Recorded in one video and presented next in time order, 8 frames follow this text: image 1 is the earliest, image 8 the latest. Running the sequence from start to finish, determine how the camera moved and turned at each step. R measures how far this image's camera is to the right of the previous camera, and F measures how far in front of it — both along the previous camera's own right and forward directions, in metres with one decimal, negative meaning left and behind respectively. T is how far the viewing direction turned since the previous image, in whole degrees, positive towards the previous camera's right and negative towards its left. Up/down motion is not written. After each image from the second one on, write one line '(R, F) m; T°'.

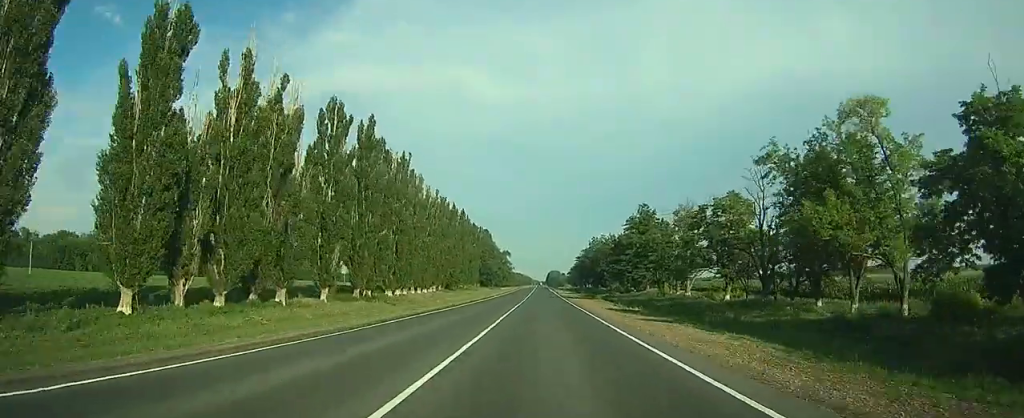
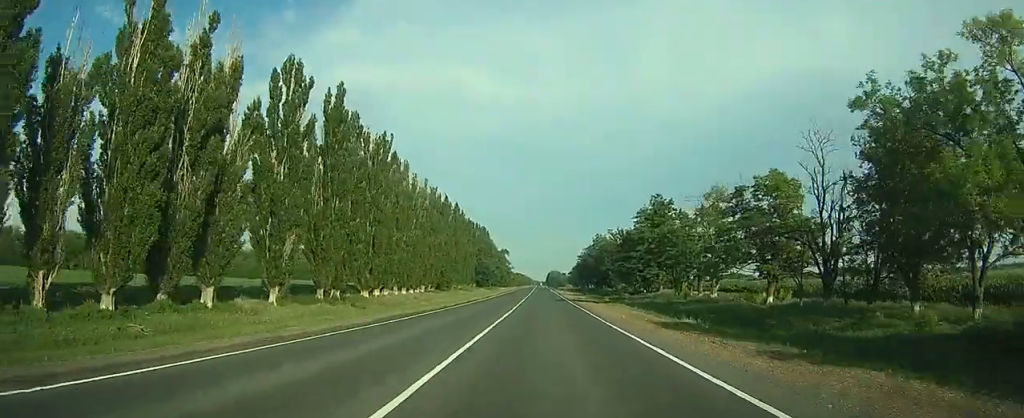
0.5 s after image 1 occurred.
(0.0, +13.6) m; 0°
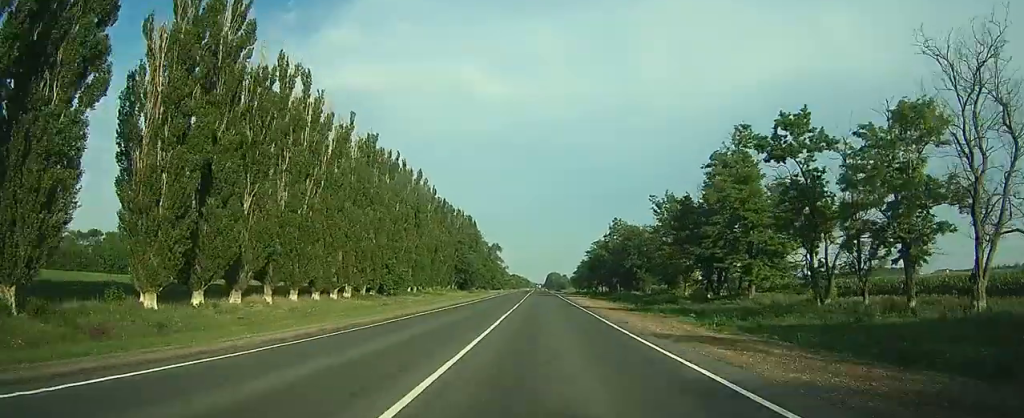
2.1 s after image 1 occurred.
(-0.2, +48.6) m; 0°
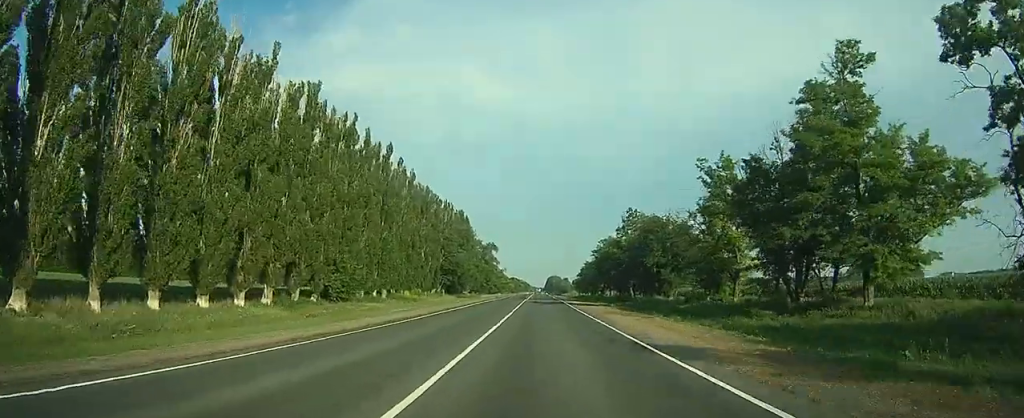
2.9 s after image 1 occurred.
(0.0, +23.5) m; 0°
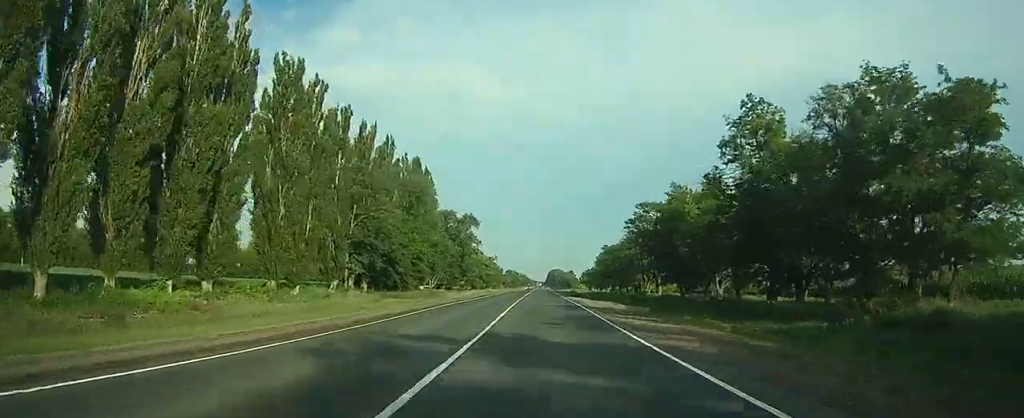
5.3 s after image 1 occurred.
(+0.1, +69.9) m; 0°
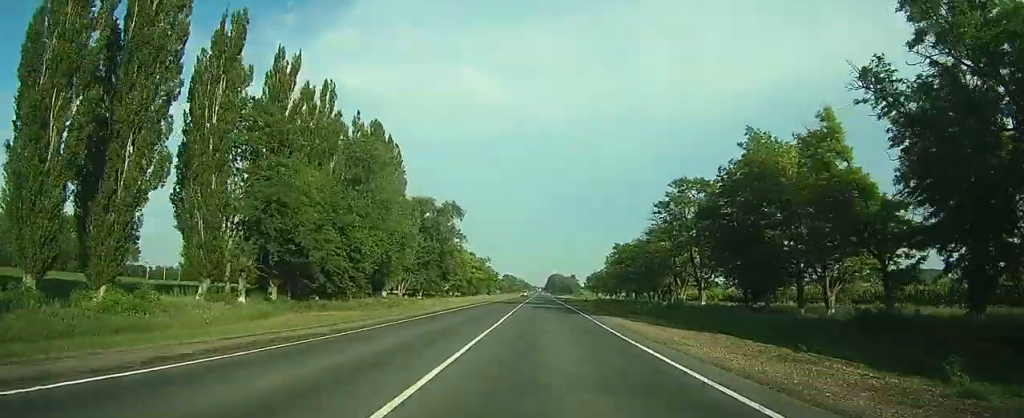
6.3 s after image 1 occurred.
(0.0, +29.7) m; 0°
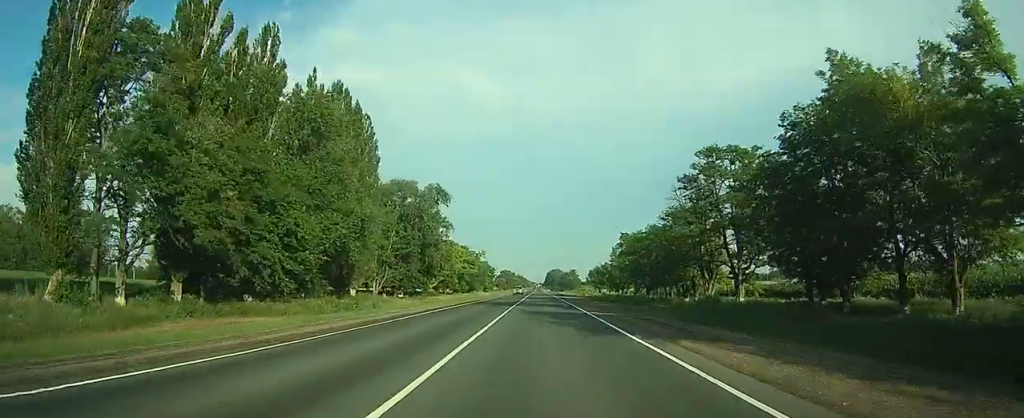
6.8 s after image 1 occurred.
(0.0, +15.9) m; 0°
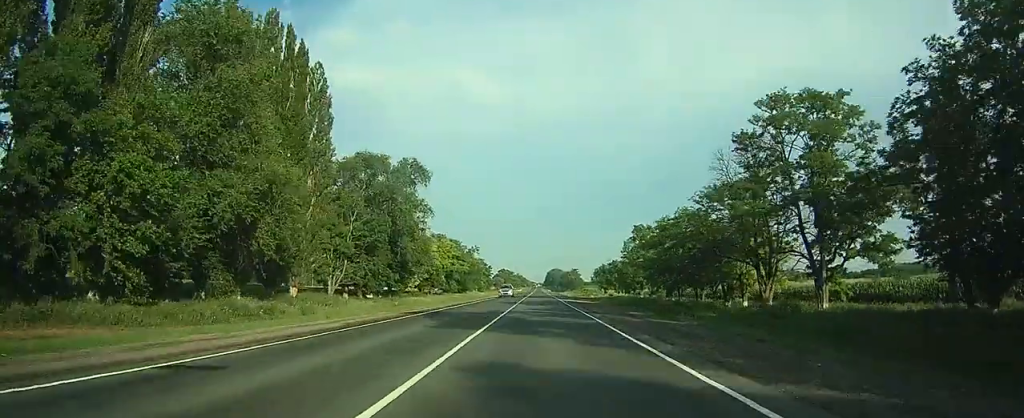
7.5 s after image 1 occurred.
(0.0, +19.9) m; 0°
